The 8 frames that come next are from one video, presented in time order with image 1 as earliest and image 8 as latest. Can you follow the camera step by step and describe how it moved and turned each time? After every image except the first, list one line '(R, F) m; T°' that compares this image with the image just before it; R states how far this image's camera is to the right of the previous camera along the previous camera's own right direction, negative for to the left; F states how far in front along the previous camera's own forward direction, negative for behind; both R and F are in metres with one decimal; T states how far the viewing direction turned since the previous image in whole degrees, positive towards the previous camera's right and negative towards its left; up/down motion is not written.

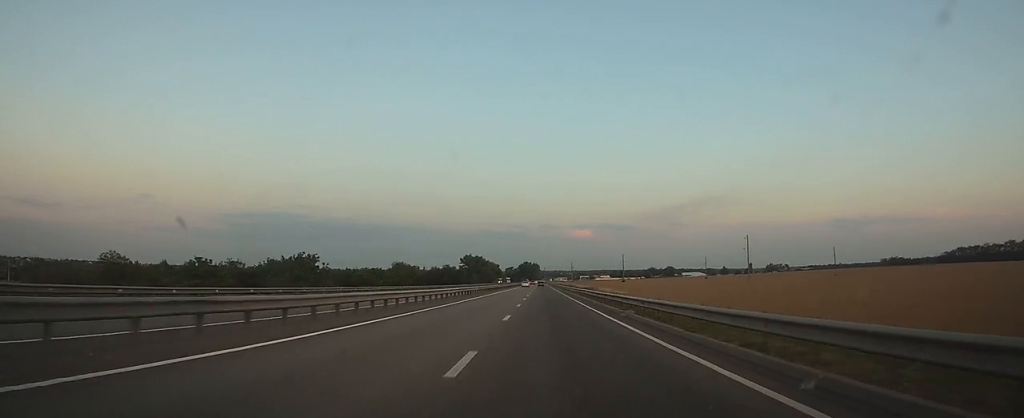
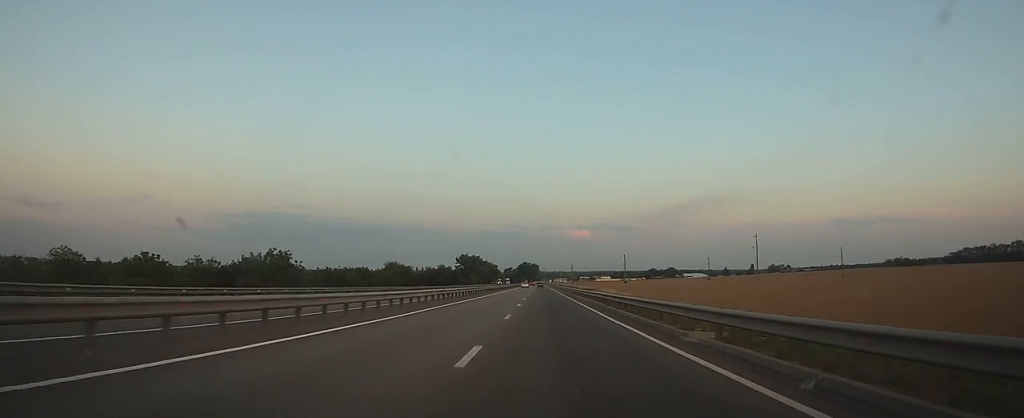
(0.0, +11.1) m; 0°
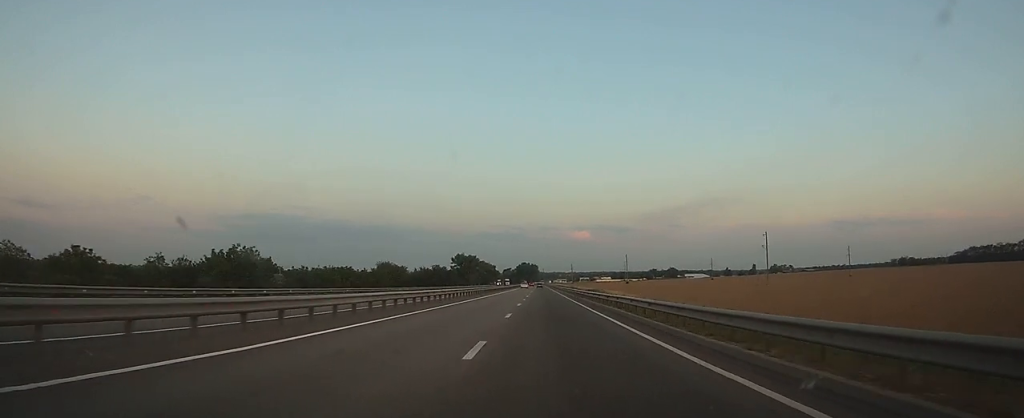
(-0.1, +11.1) m; 0°
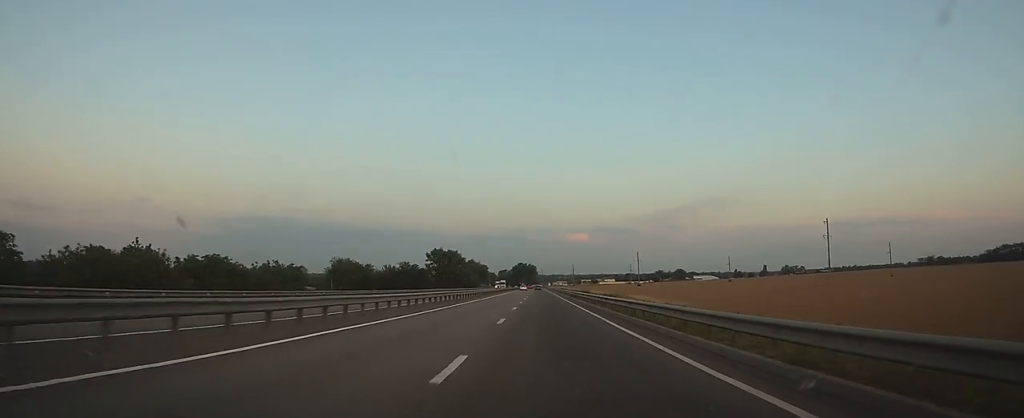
(+0.1, +50.4) m; 0°
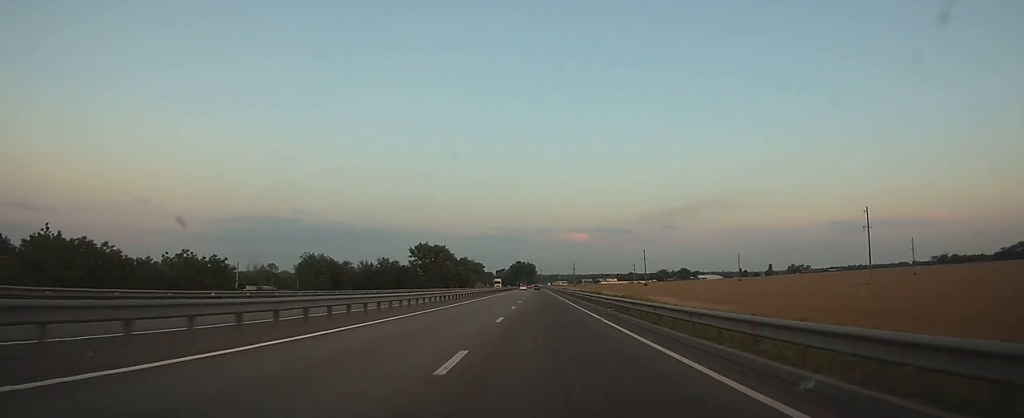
(+0.1, +23.1) m; 0°
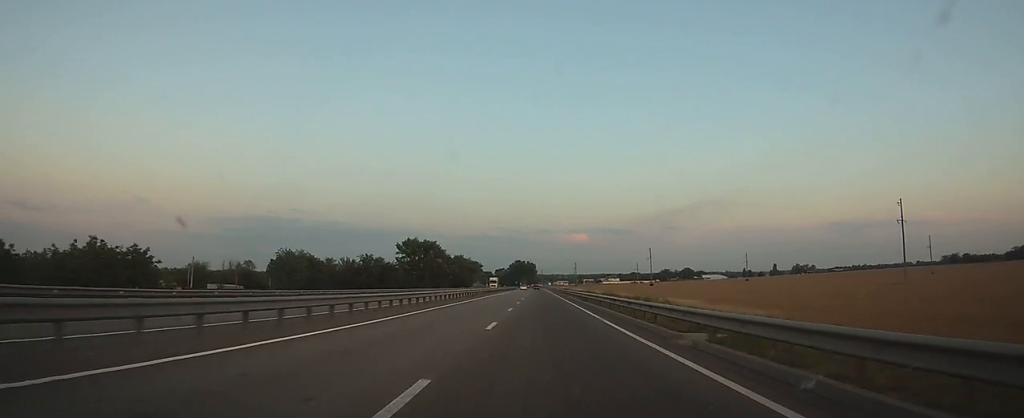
(0.0, +15.4) m; 0°
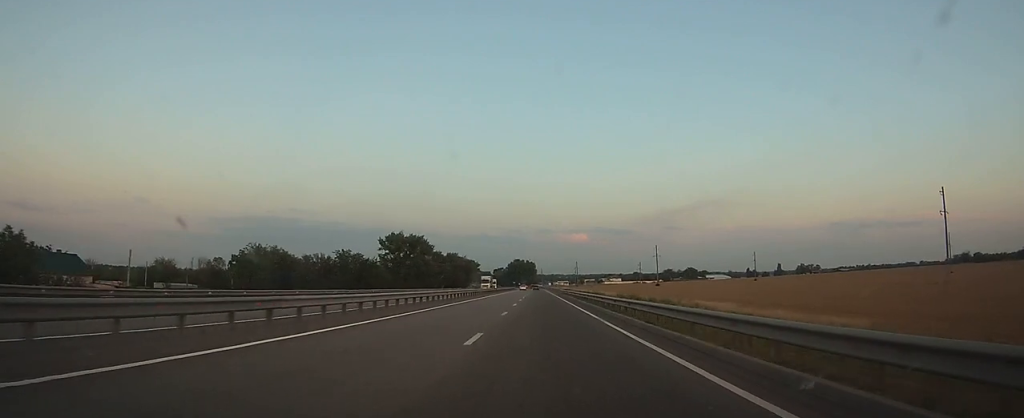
(0.0, +16.4) m; 0°
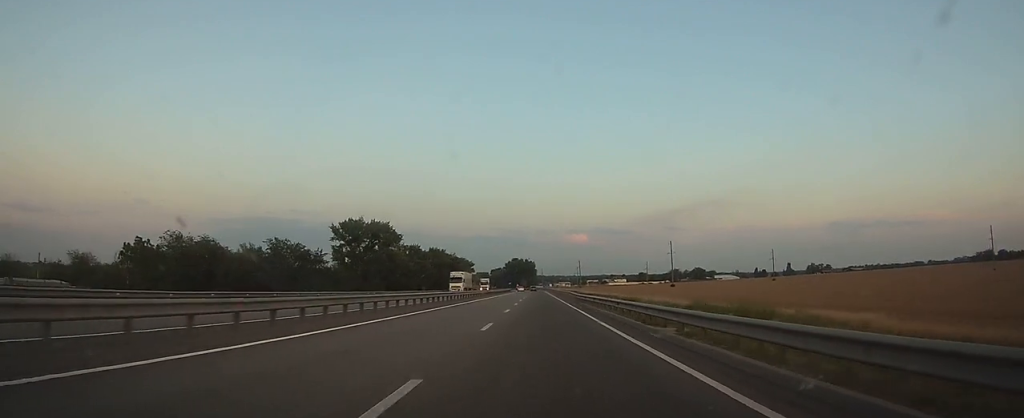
(0.0, +31.2) m; 0°
